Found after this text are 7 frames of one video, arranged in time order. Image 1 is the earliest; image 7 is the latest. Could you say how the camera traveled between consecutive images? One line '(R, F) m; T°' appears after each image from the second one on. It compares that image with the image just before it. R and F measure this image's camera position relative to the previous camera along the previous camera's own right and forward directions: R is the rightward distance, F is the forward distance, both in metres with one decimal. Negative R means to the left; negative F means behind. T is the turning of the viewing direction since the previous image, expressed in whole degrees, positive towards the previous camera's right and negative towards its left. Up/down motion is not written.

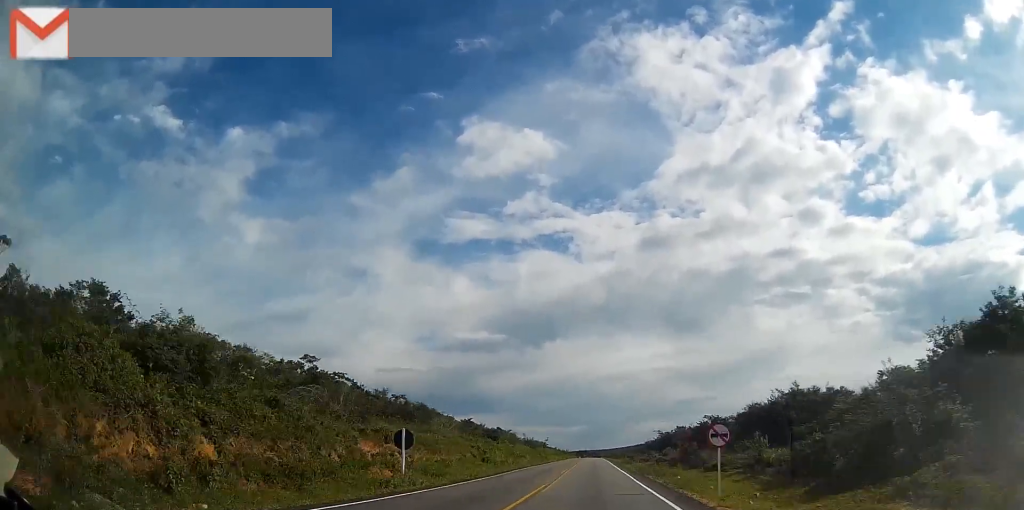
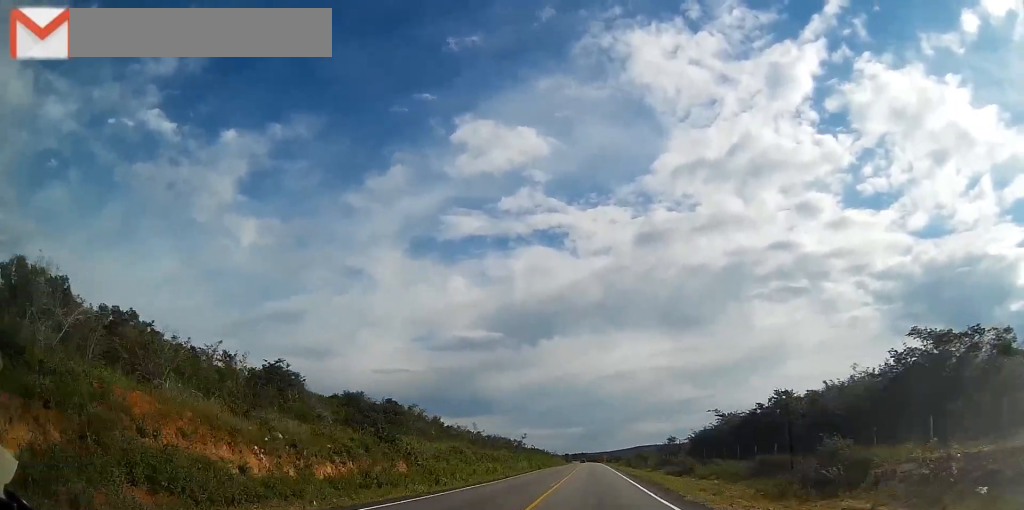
(-0.1, +70.6) m; 0°
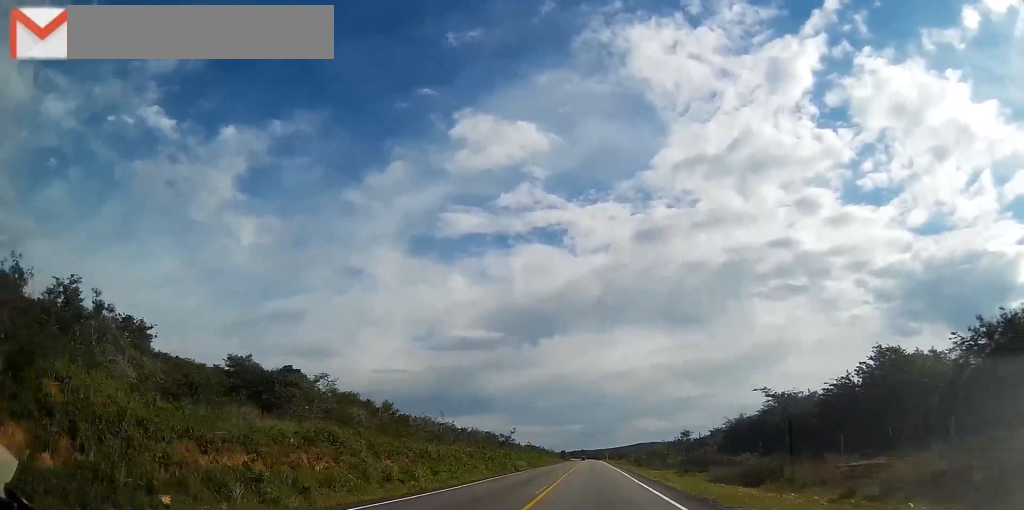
(0.0, +22.5) m; 0°
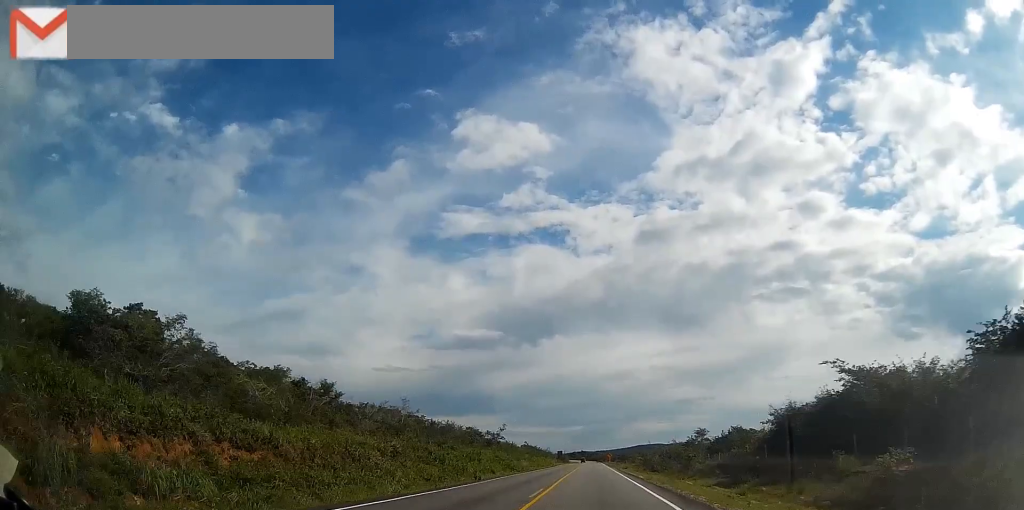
(0.0, +17.7) m; 0°
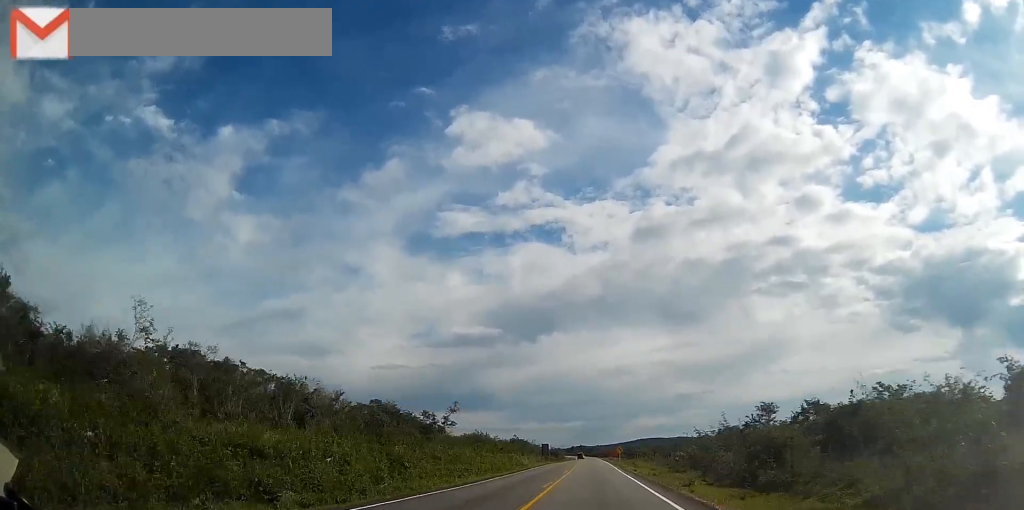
(+0.1, +43.4) m; 0°
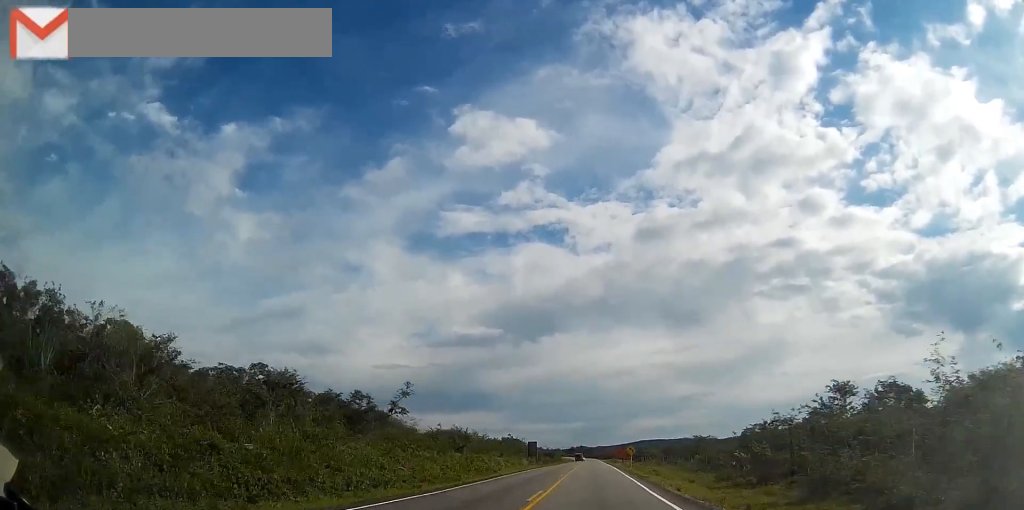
(+0.1, +22.5) m; 0°
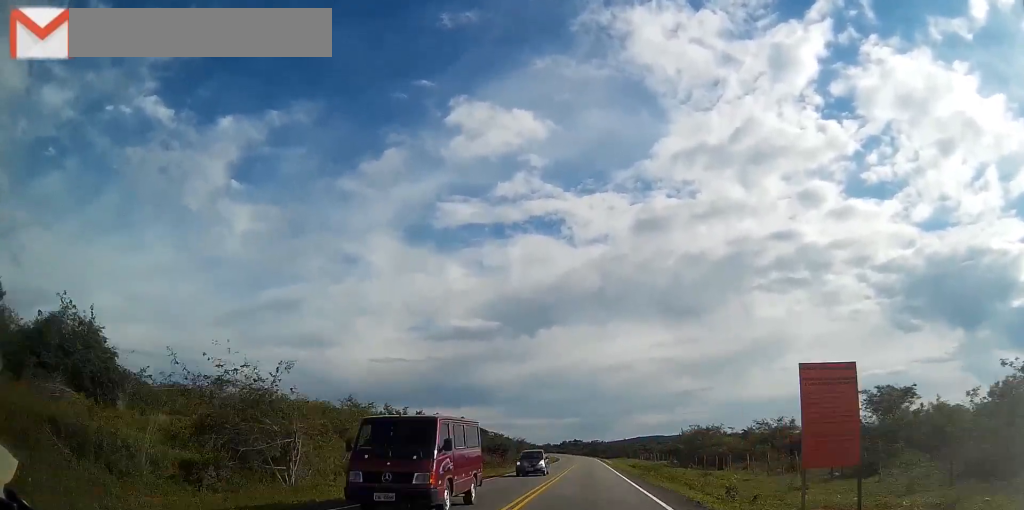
(-0.1, +88.5) m; 0°
